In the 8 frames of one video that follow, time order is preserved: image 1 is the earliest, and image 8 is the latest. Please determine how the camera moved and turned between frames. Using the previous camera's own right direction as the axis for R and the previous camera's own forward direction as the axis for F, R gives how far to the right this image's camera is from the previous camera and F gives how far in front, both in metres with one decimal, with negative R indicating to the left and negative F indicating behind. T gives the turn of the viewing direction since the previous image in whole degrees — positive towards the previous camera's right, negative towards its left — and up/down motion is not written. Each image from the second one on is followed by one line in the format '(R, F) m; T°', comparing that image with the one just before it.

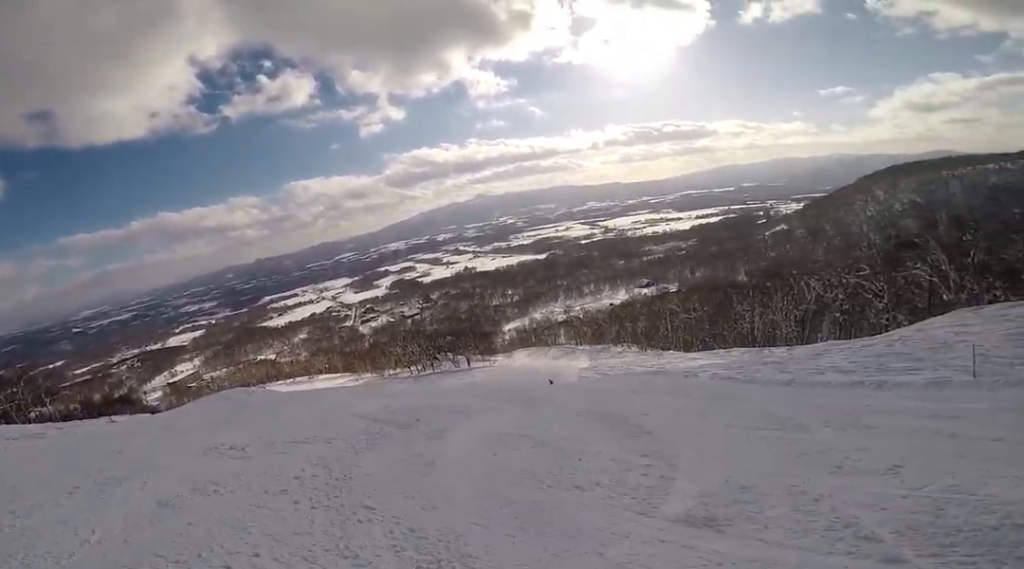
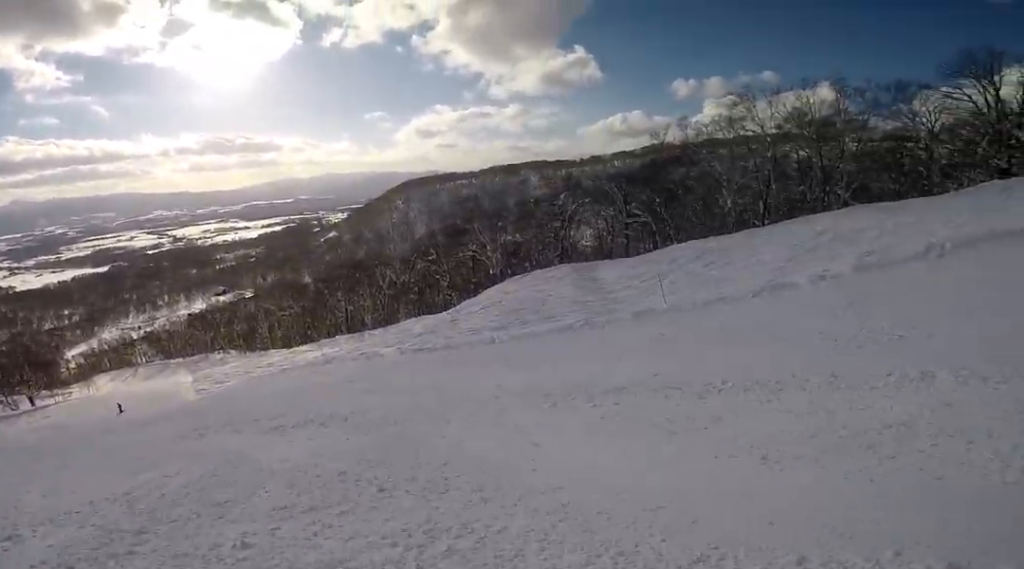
(+3.9, +7.0) m; +68°
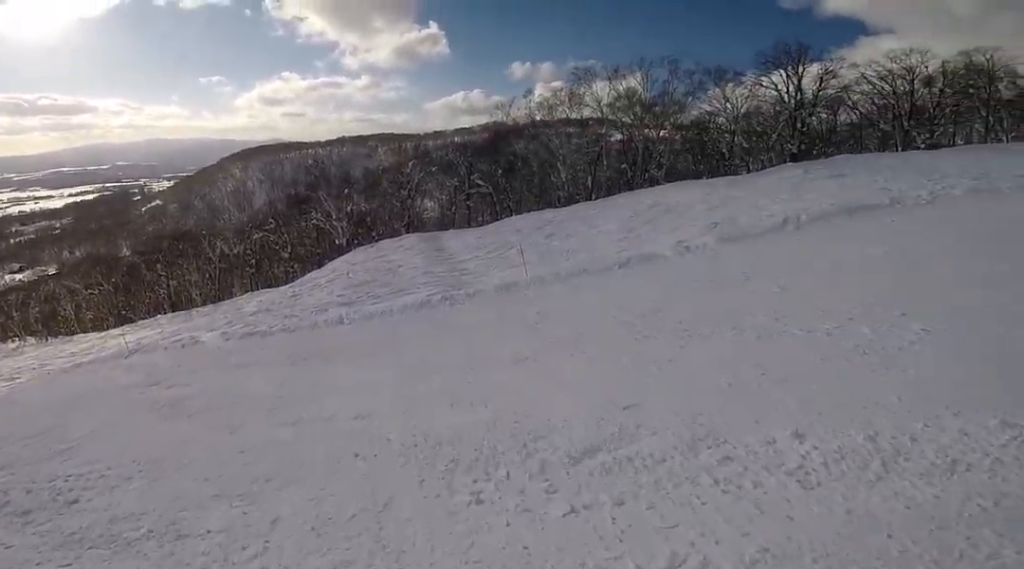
(+1.2, +3.4) m; +23°
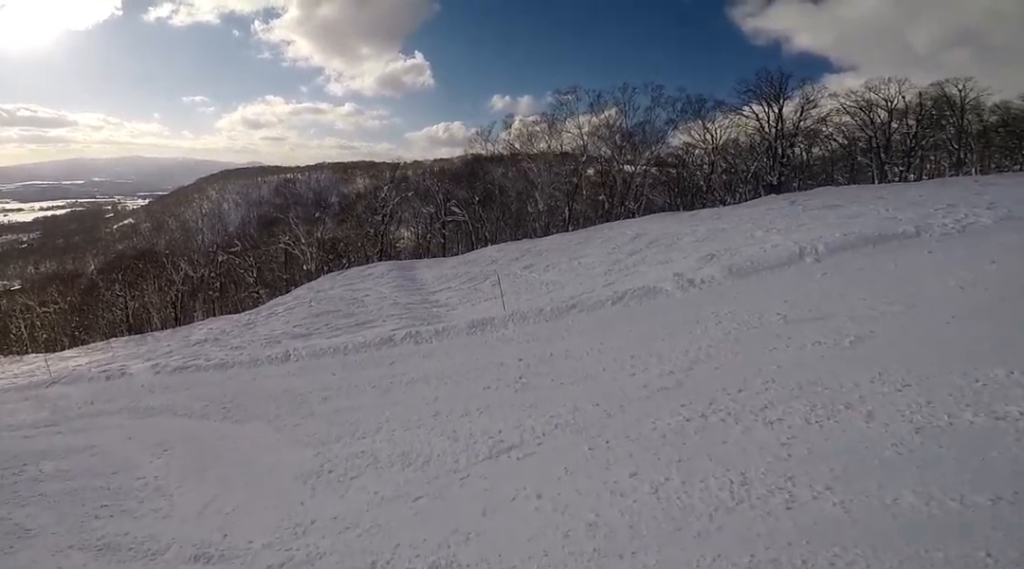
(+1.0, +2.9) m; -4°
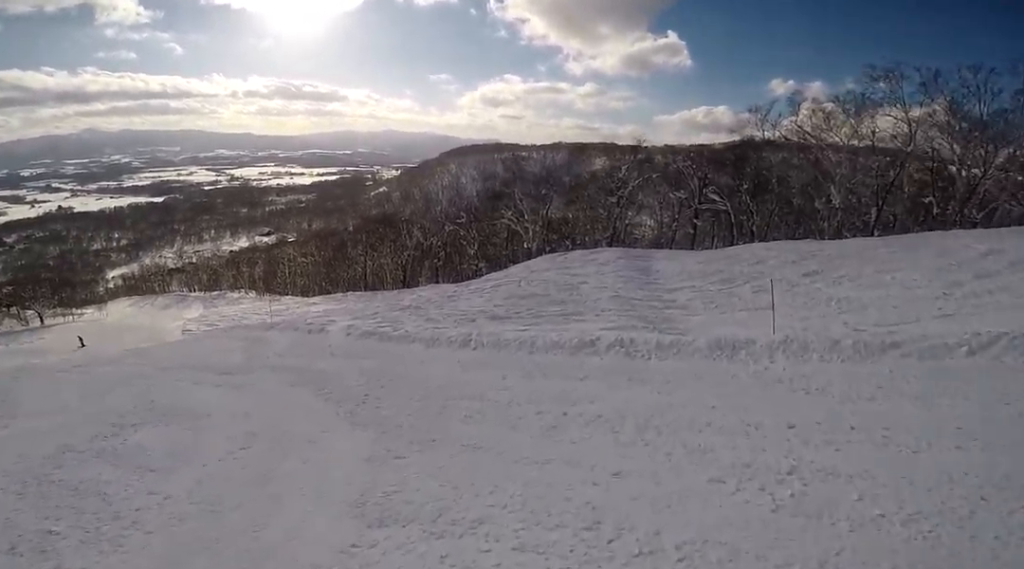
(-1.3, +3.5) m; -30°
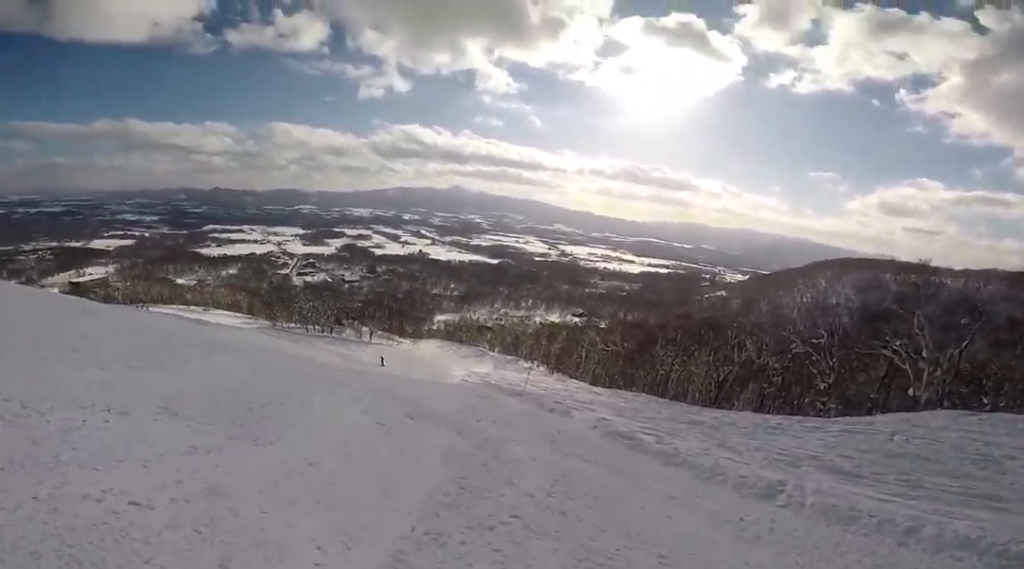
(-1.0, +3.6) m; -27°
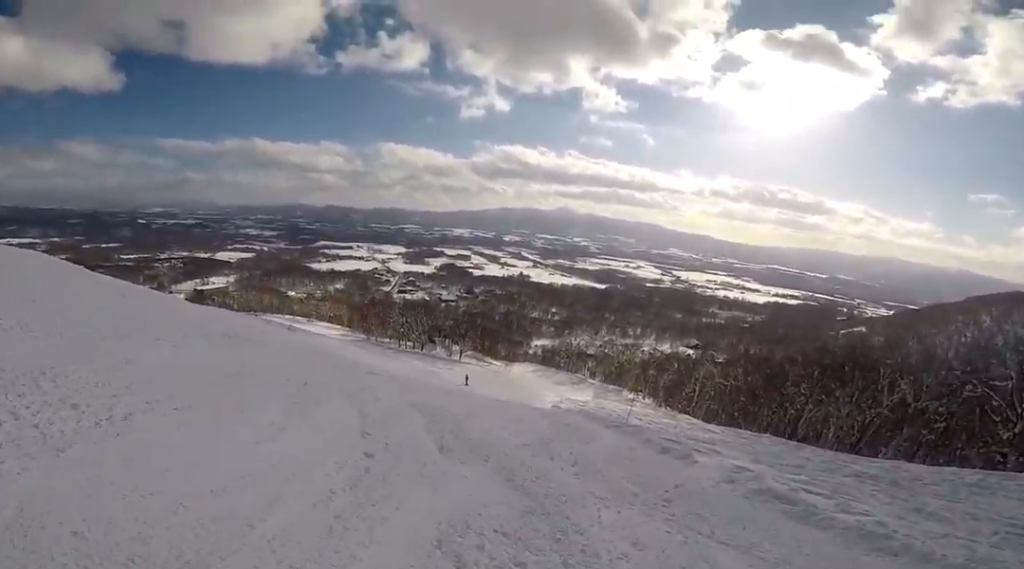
(-0.6, +3.1) m; -13°
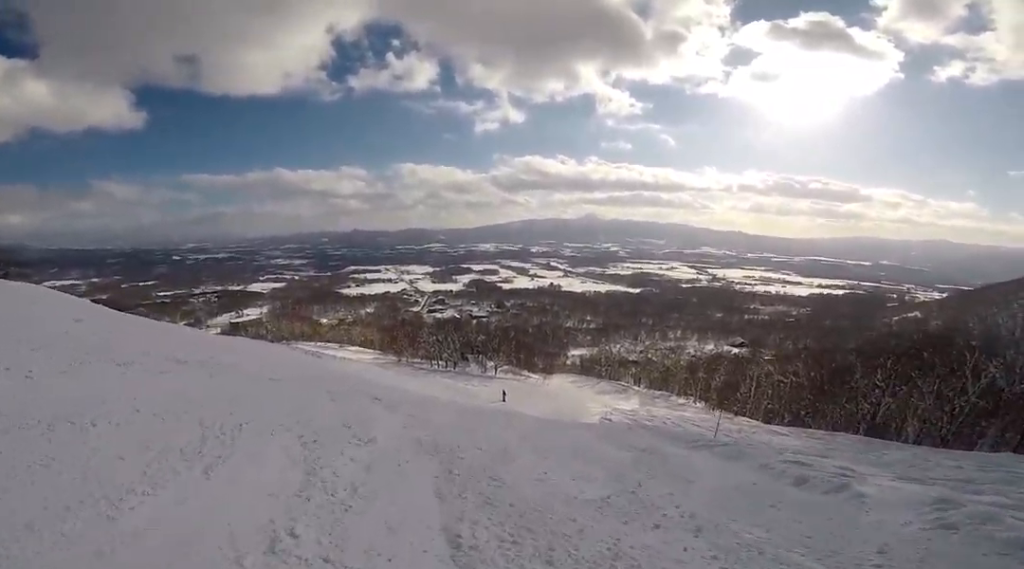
(-0.4, +3.0) m; -7°
